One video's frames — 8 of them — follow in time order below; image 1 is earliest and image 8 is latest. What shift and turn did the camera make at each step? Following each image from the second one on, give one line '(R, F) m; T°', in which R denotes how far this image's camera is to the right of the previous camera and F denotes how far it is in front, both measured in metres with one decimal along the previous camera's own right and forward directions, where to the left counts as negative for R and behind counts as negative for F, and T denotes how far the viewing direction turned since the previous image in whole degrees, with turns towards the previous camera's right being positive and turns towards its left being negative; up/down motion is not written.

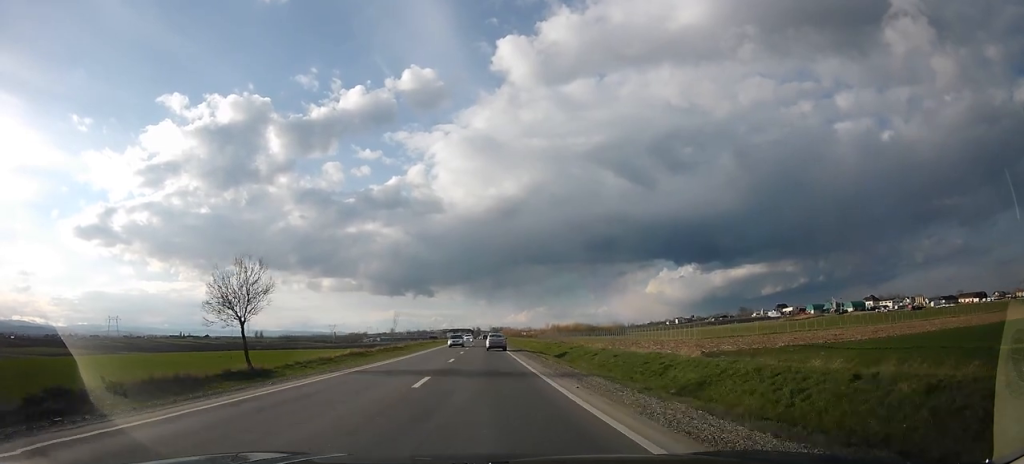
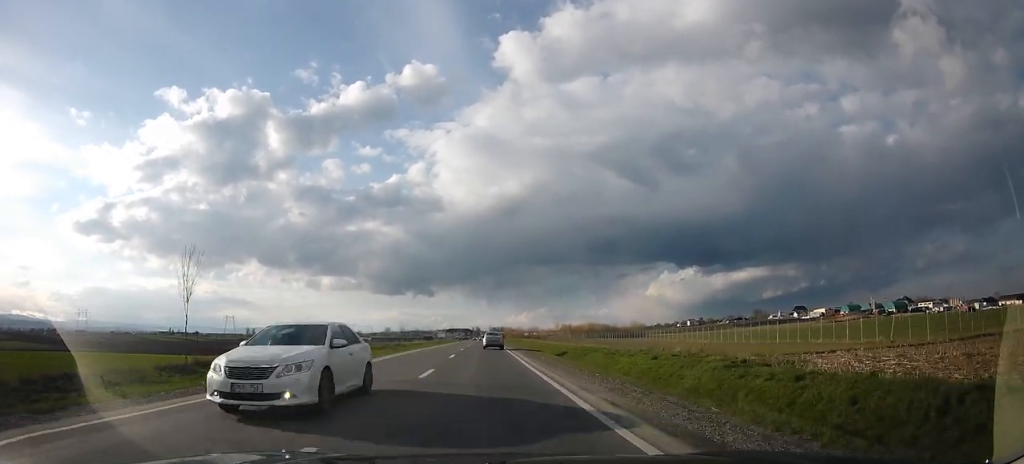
(+0.8, +46.6) m; 0°
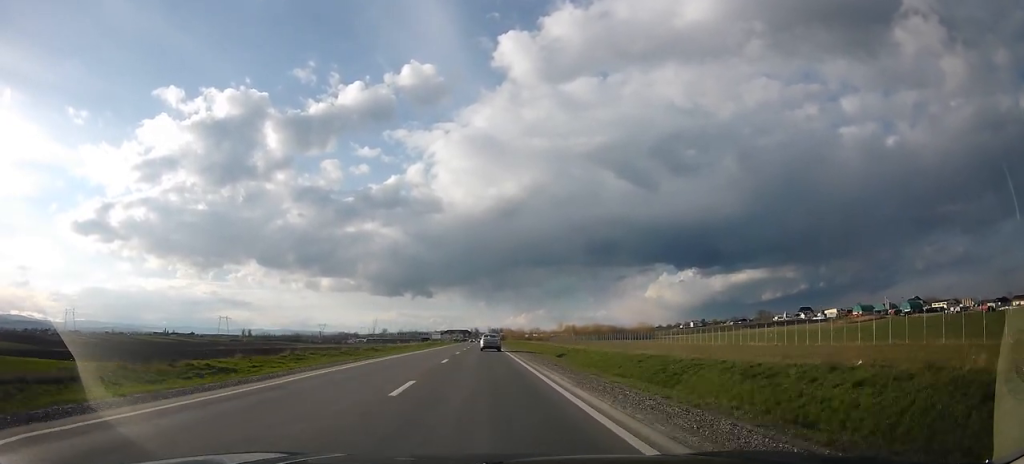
(-0.2, +16.6) m; -1°
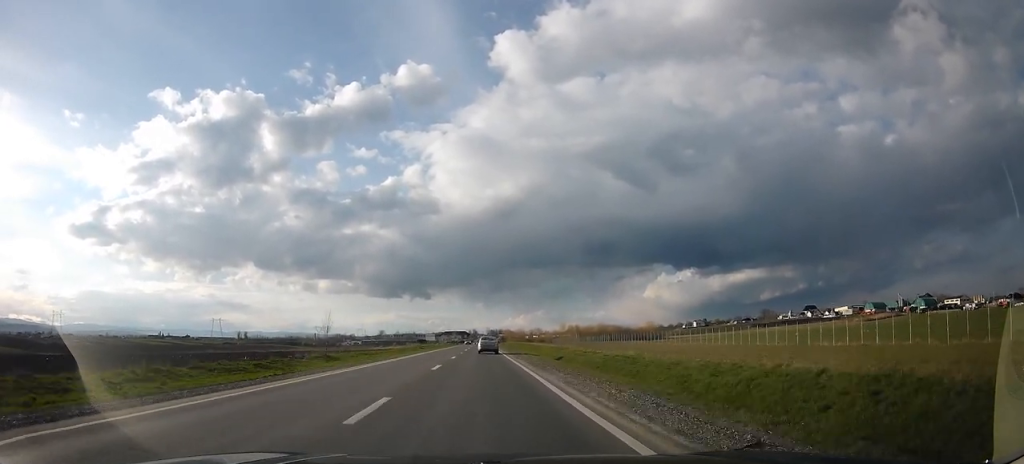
(0.0, +15.6) m; 0°
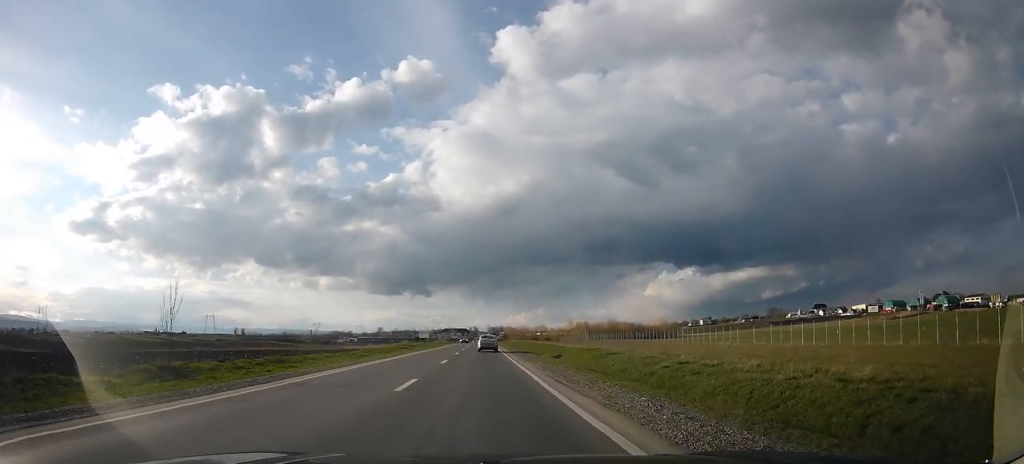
(-0.1, +20.2) m; +1°
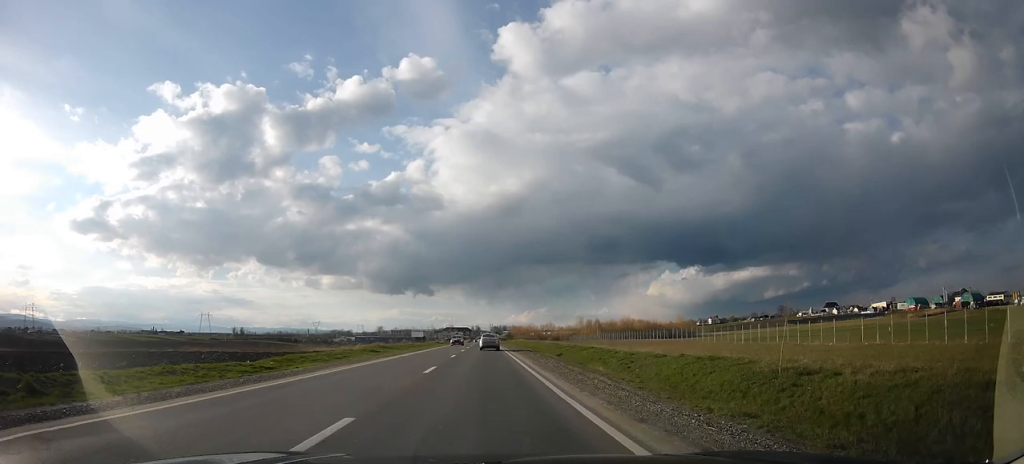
(+0.3, +19.8) m; +2°
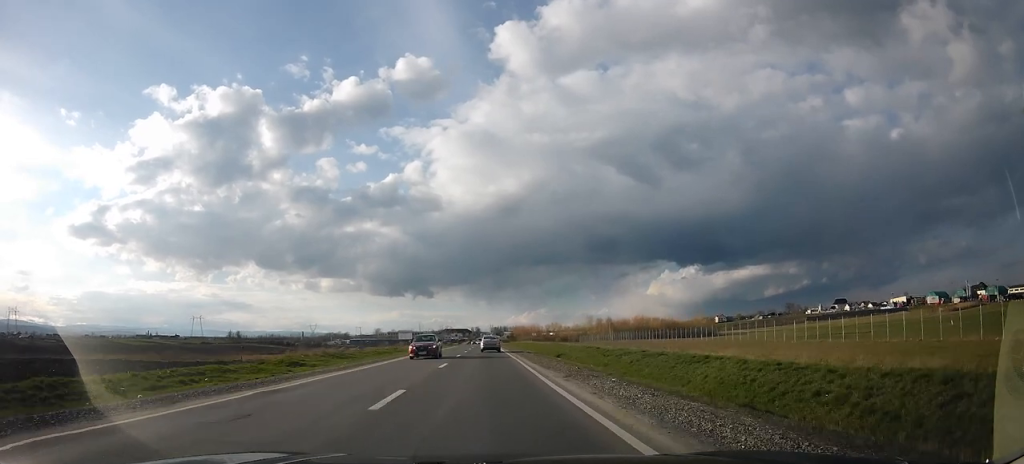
(+0.4, +20.2) m; 0°
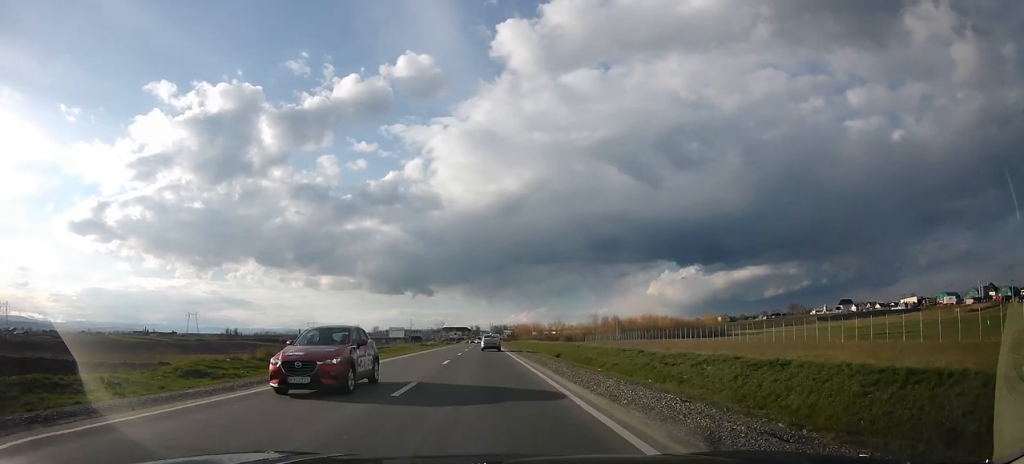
(+0.1, +10.2) m; -1°
